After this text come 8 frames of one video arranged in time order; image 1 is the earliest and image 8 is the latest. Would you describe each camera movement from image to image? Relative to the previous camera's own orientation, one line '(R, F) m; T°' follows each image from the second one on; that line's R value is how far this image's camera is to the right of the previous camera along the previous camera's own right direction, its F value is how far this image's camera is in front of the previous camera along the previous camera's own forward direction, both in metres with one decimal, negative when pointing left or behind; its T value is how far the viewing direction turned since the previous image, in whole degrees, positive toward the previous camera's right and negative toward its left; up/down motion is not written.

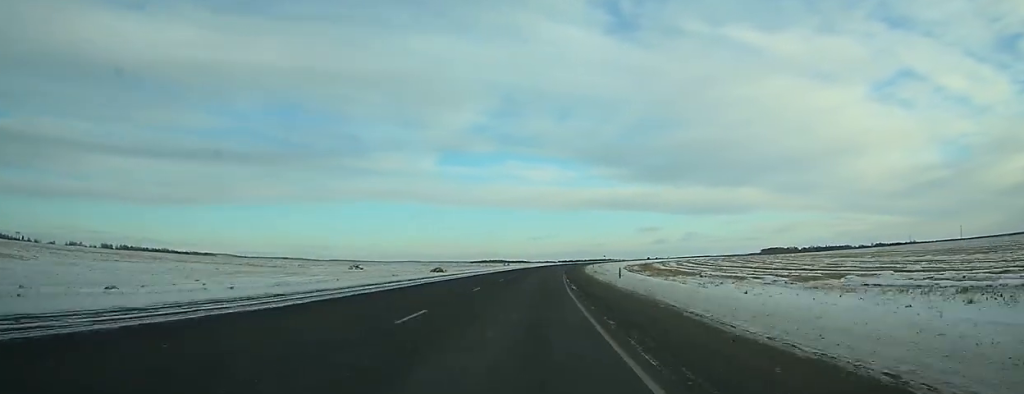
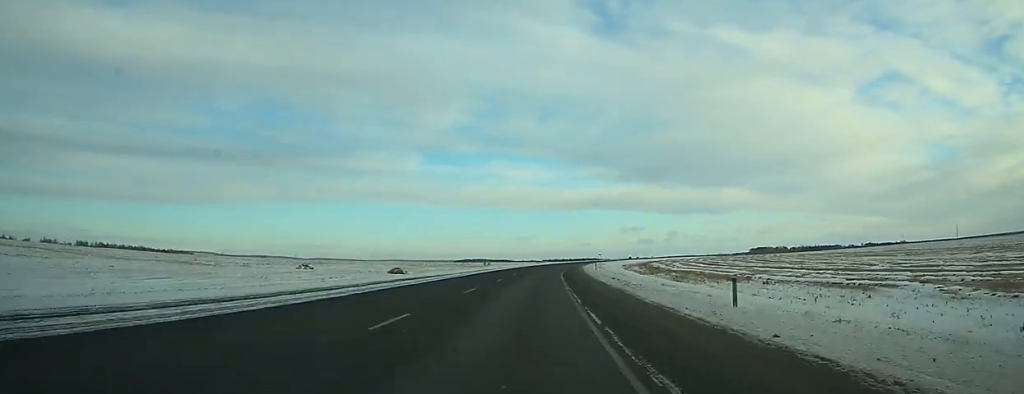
(+0.4, +25.2) m; +1°
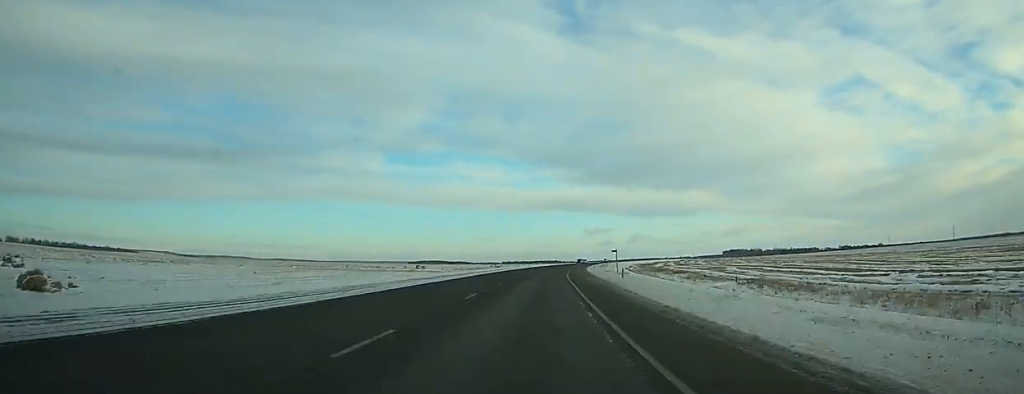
(+2.4, +75.3) m; +4°
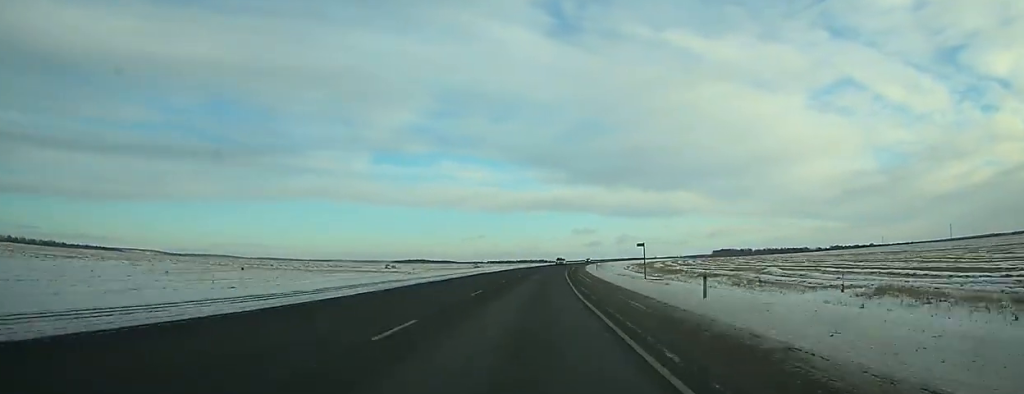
(+0.4, +23.0) m; +1°
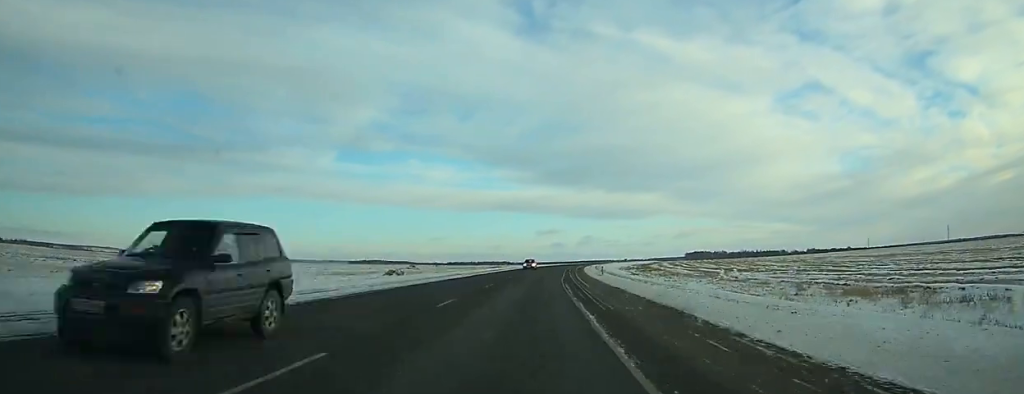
(+2.3, +67.0) m; +4°
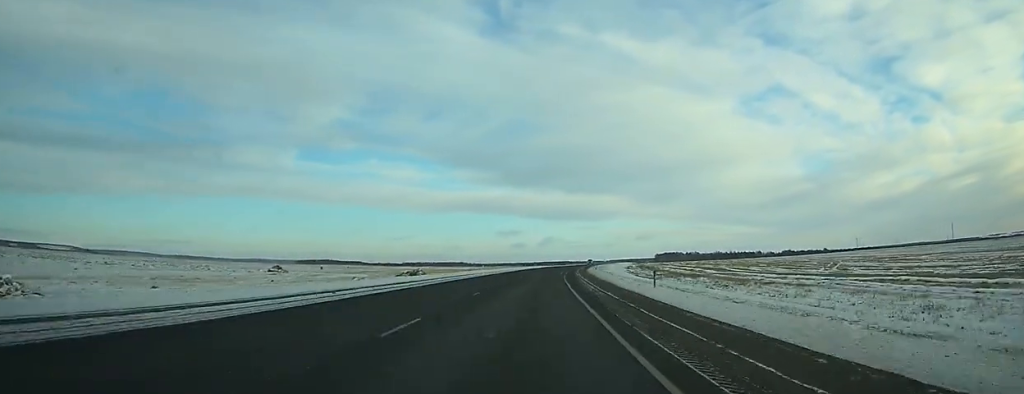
(+2.5, +81.2) m; +4°
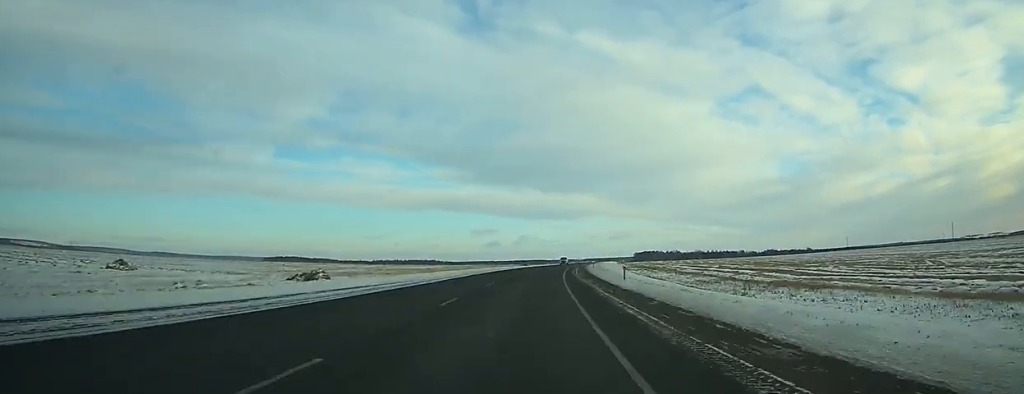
(+0.9, +39.0) m; +2°
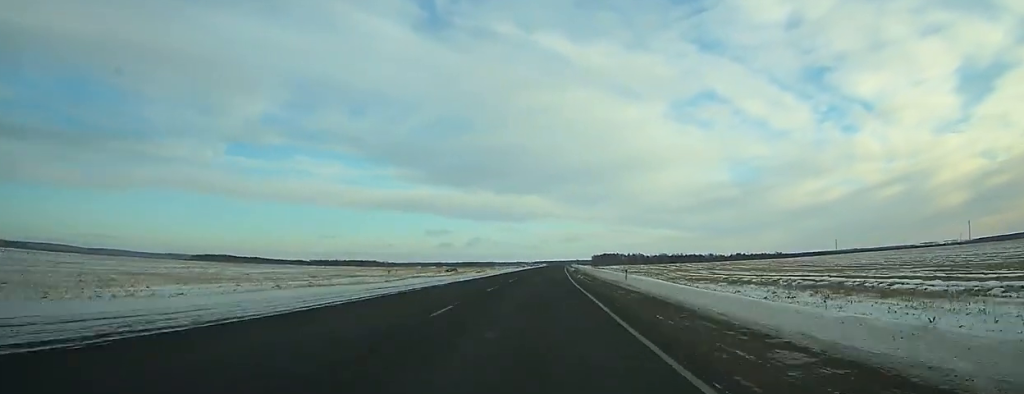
(+4.4, +92.6) m; +5°
